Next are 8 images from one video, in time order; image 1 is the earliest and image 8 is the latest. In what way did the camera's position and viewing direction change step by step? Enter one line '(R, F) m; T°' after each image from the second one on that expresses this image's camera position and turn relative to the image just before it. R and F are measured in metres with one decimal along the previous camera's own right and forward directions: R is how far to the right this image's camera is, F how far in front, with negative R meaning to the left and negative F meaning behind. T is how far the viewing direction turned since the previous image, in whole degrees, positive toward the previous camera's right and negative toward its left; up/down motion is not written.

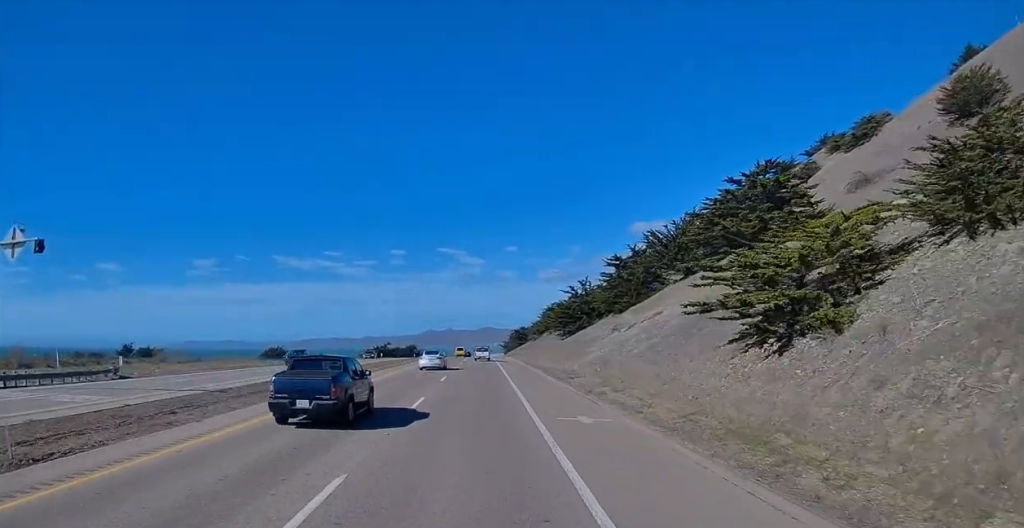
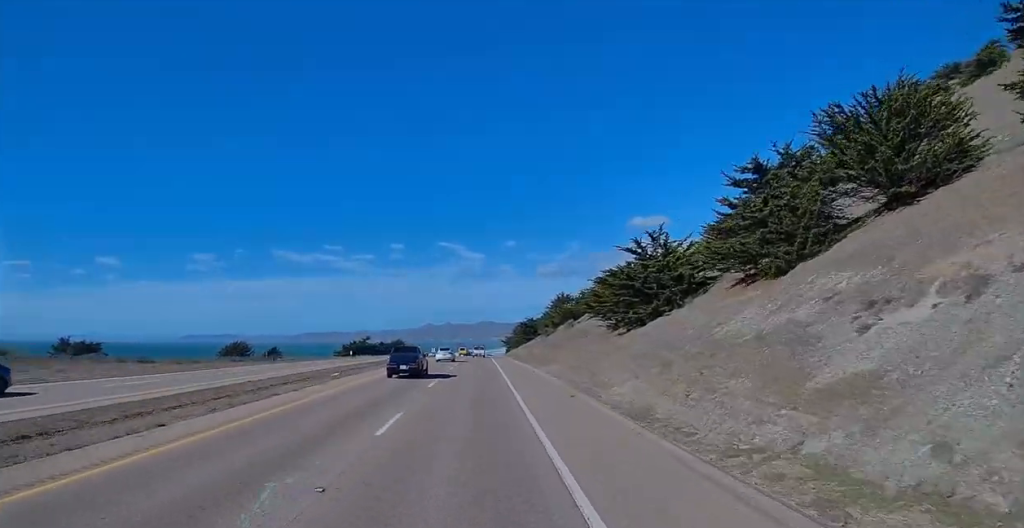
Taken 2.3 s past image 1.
(+0.2, +34.5) m; 0°
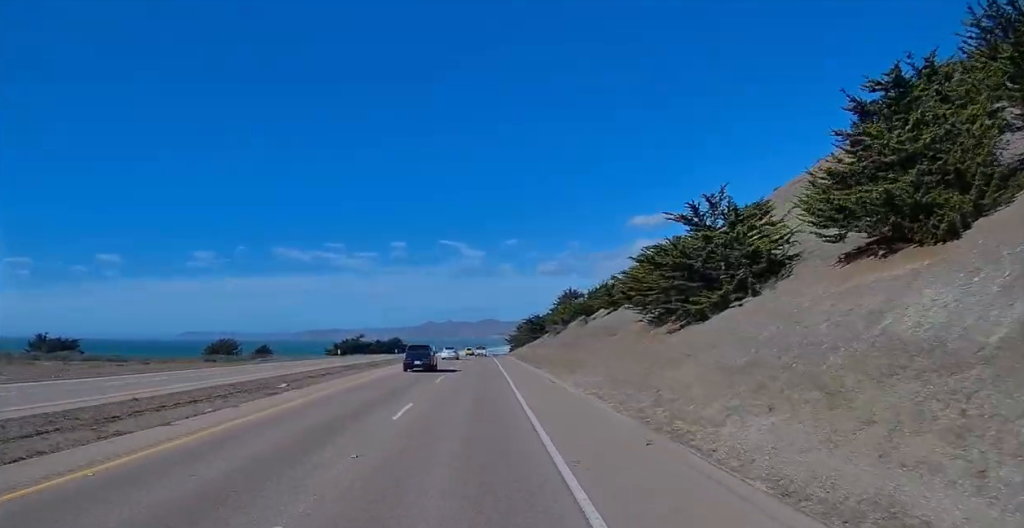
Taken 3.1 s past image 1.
(0.0, +12.4) m; 0°
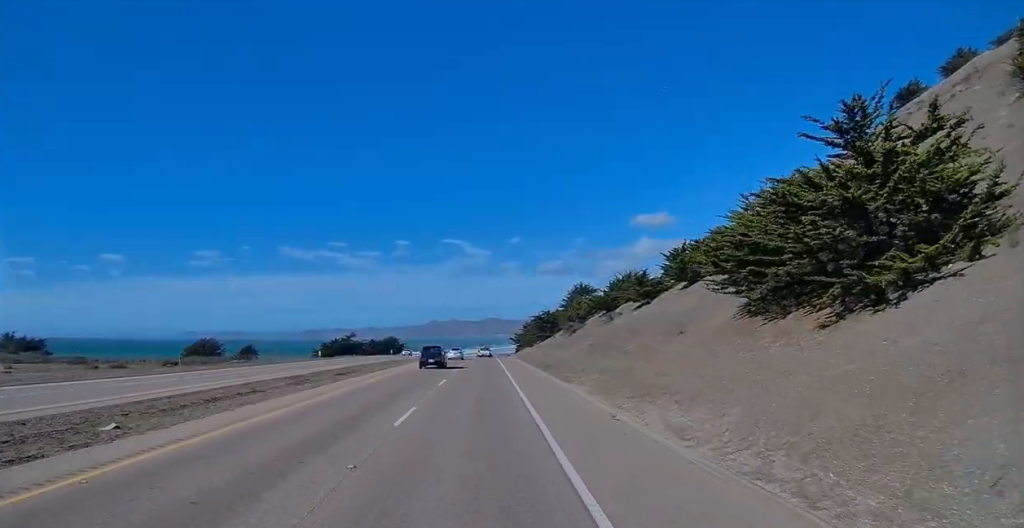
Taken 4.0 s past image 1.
(-0.1, +16.2) m; 0°
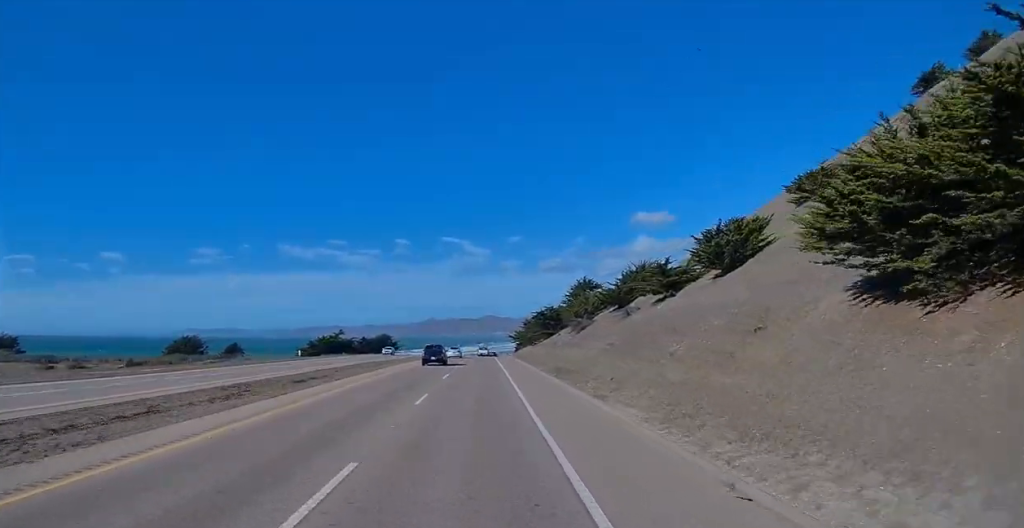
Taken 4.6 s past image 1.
(0.0, +9.5) m; 0°
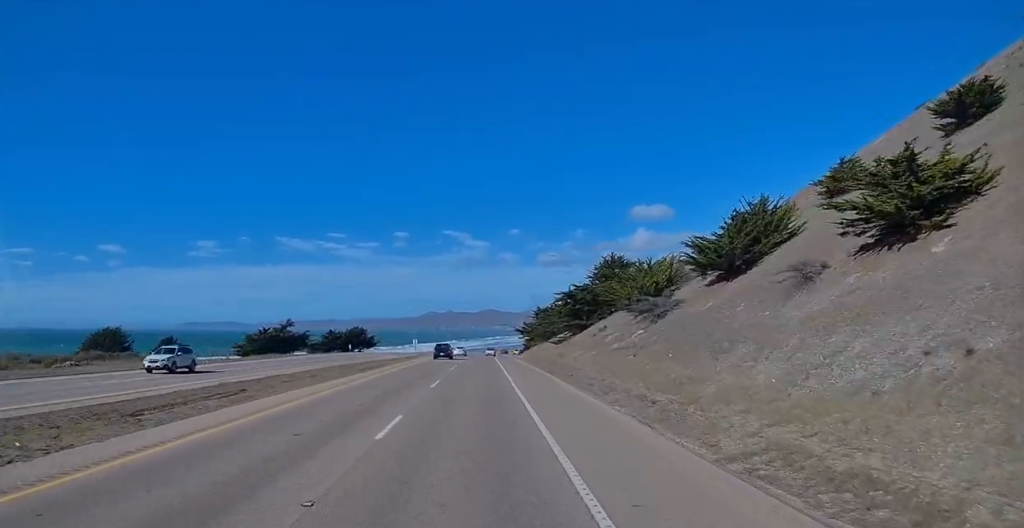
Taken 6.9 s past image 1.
(-0.5, +36.4) m; -1°
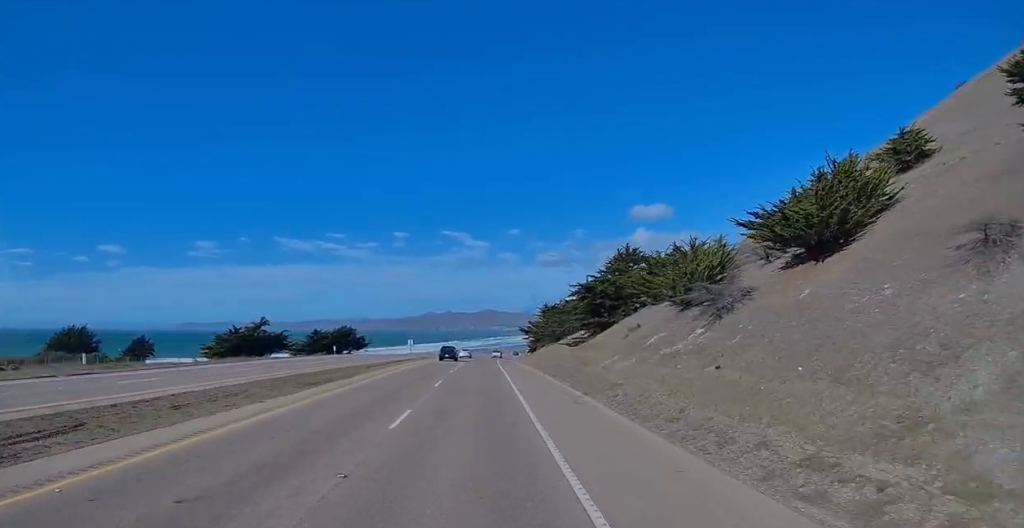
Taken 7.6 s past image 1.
(+0.1, +11.9) m; 0°
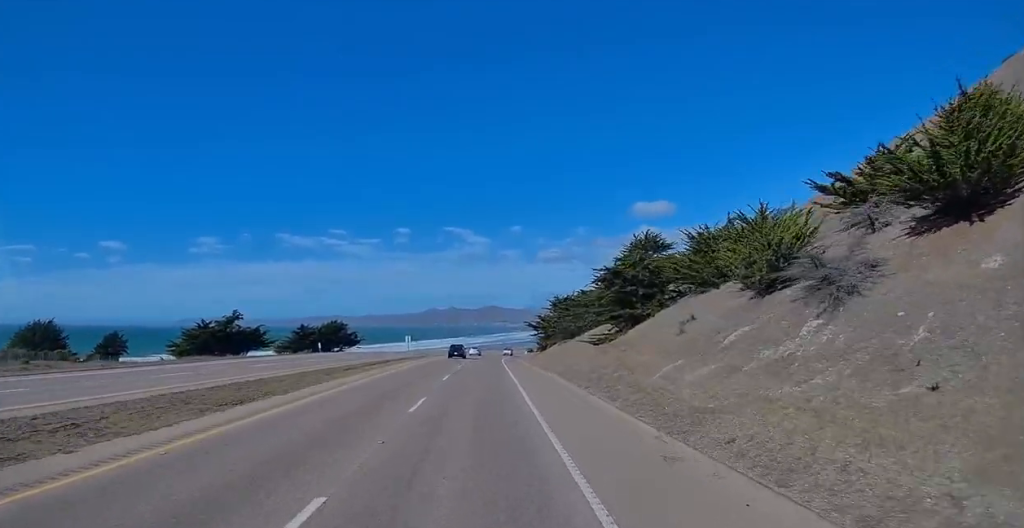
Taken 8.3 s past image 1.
(0.0, +11.6) m; 0°
